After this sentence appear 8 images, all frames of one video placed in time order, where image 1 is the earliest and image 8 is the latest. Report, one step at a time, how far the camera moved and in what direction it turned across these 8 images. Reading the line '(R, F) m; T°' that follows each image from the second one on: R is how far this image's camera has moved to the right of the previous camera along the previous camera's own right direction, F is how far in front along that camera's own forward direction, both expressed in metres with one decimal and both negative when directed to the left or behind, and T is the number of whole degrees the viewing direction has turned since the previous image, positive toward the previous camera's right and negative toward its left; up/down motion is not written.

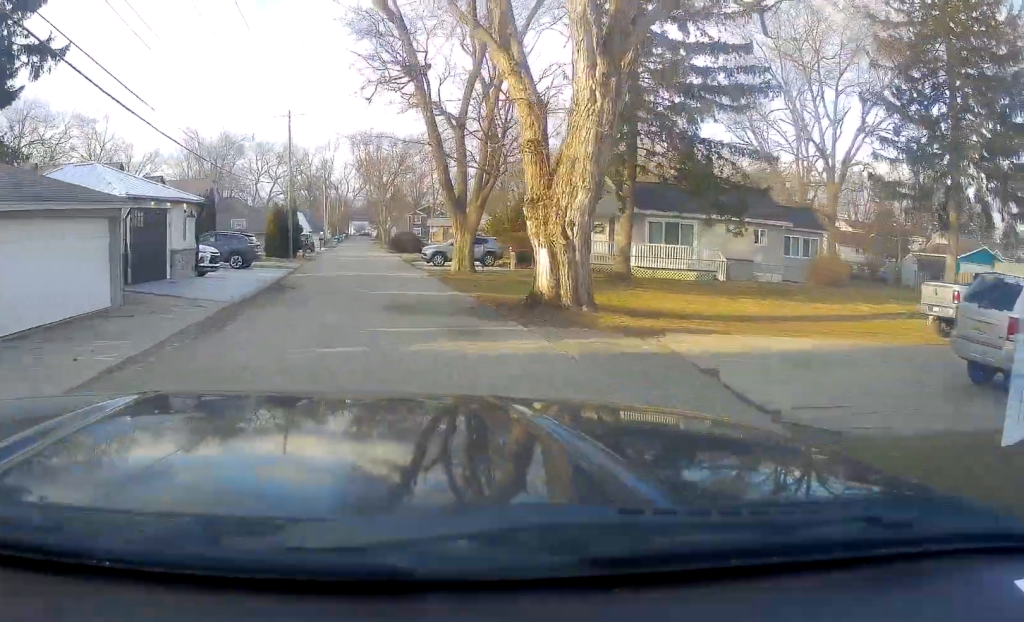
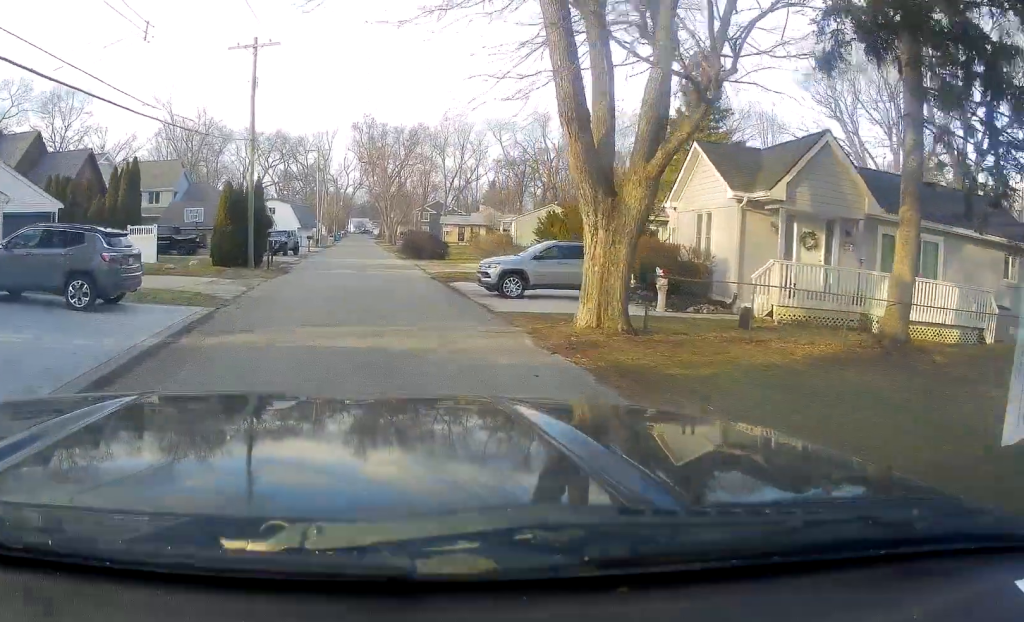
(-1.5, +17.9) m; -3°
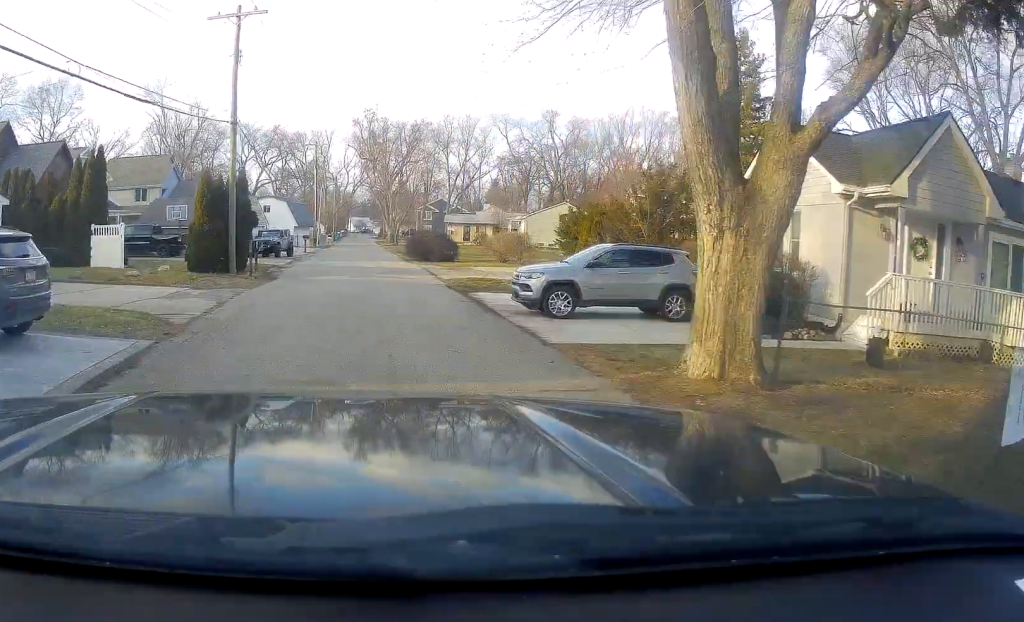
(0.0, +4.7) m; +2°
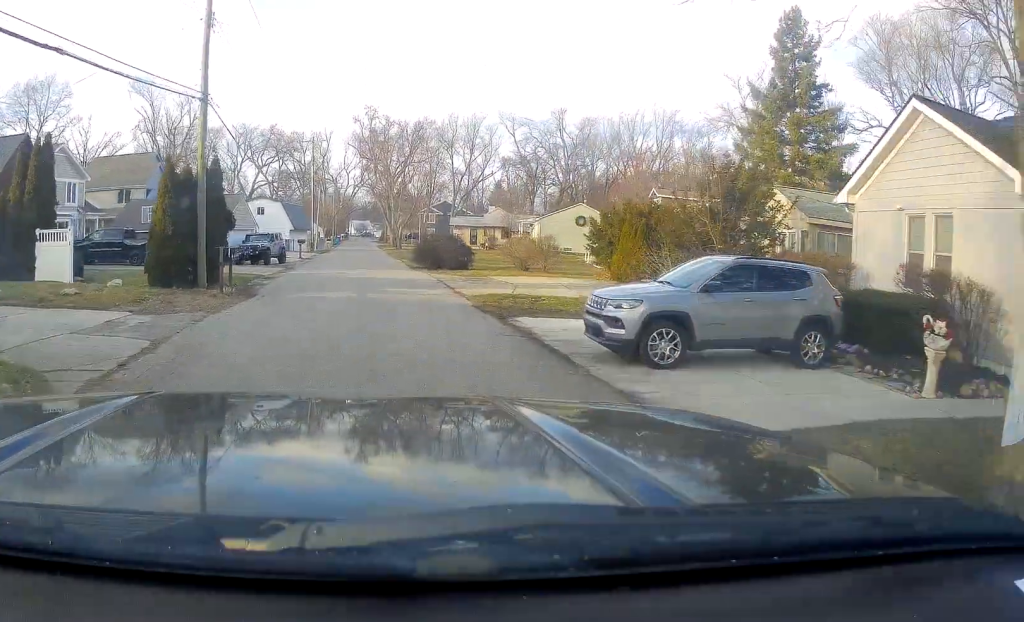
(+0.3, +5.3) m; 0°
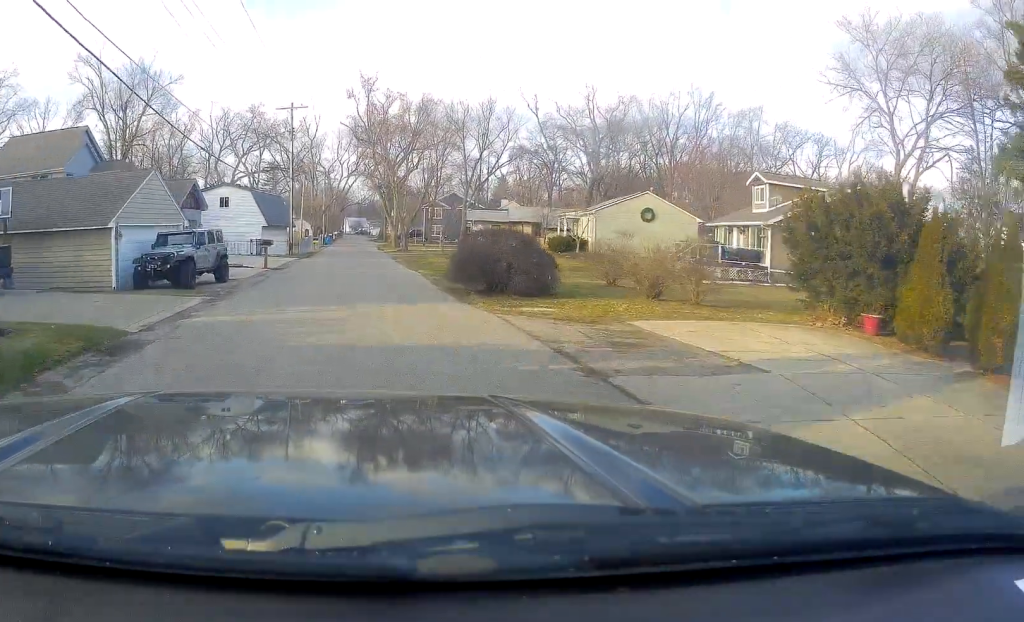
(+0.2, +17.0) m; +2°
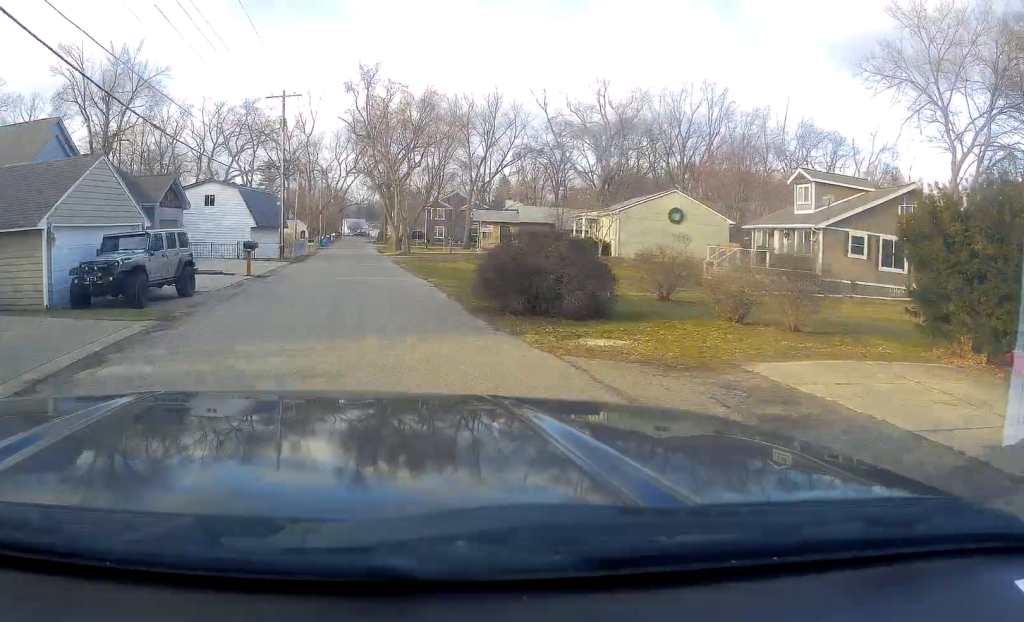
(+0.5, +4.8) m; -1°
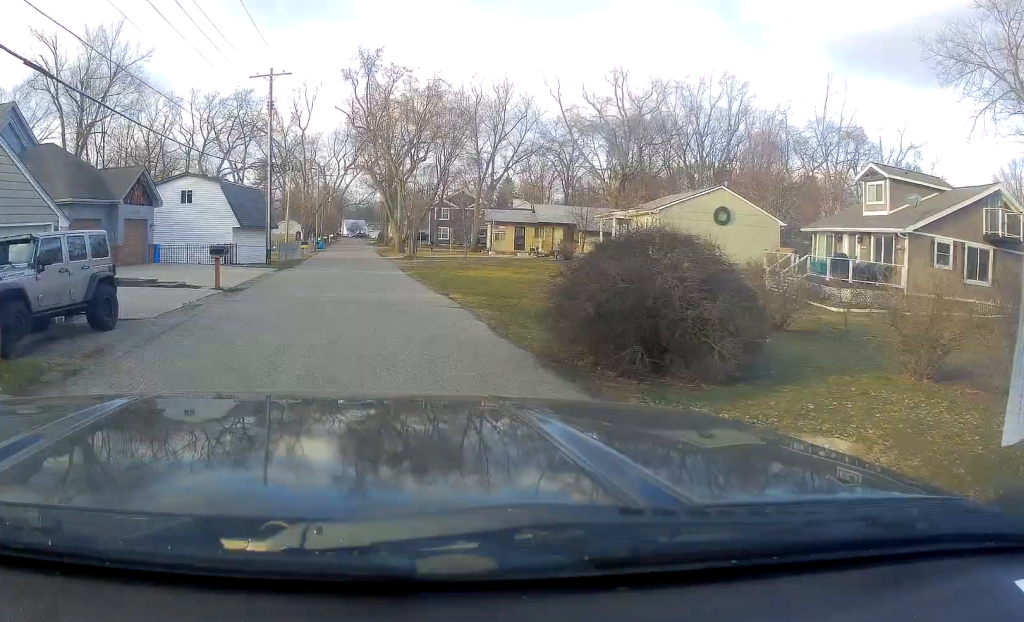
(-0.5, +6.4) m; -2°
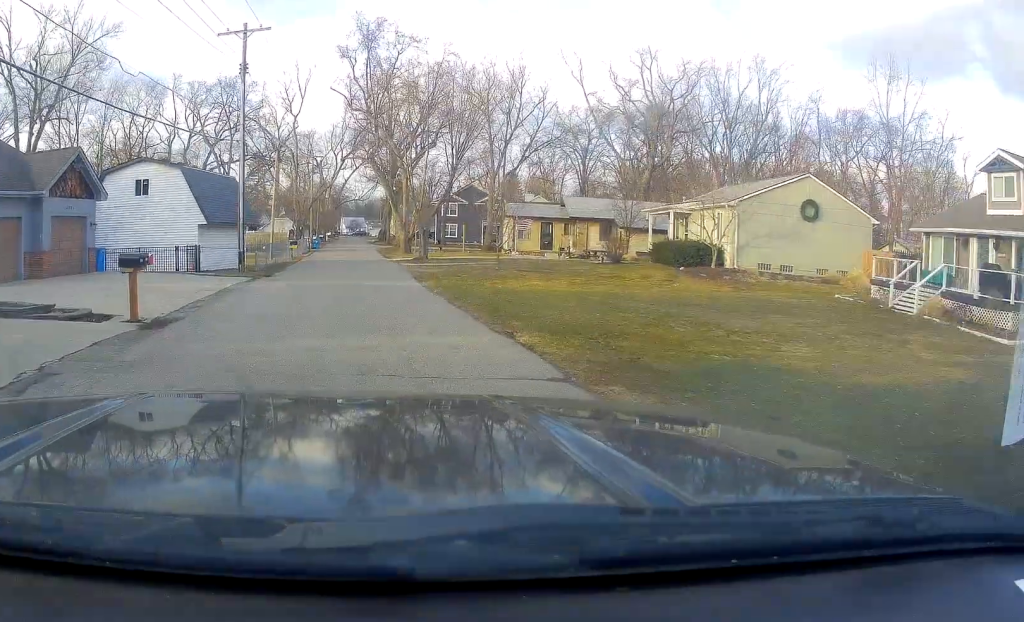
(-0.3, +8.8) m; 0°
